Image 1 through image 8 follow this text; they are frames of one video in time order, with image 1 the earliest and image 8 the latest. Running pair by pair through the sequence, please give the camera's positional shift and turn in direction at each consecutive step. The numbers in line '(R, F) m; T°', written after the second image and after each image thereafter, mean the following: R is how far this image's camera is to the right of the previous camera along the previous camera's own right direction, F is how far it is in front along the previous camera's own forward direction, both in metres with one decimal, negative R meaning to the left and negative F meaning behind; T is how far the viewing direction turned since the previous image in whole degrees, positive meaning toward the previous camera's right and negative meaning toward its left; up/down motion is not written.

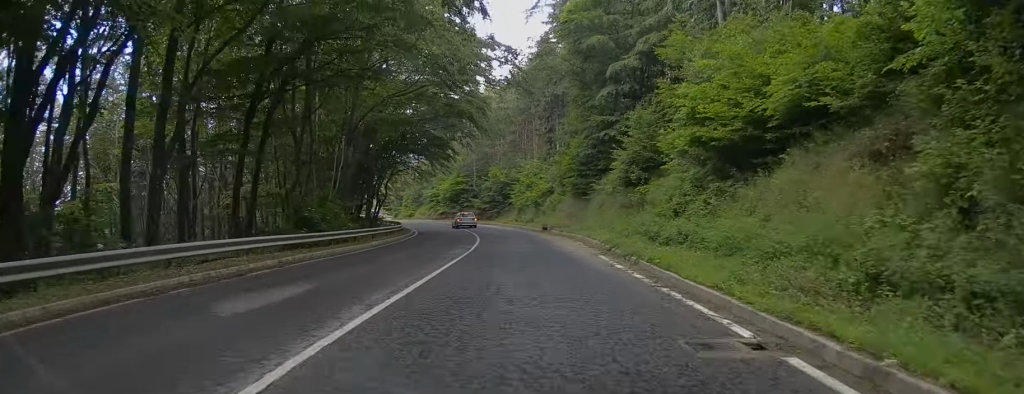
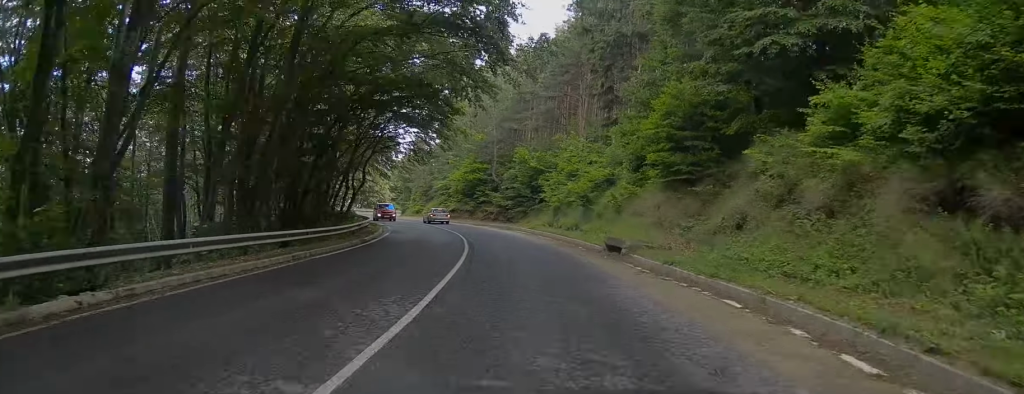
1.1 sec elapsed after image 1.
(-0.4, +20.7) m; -1°
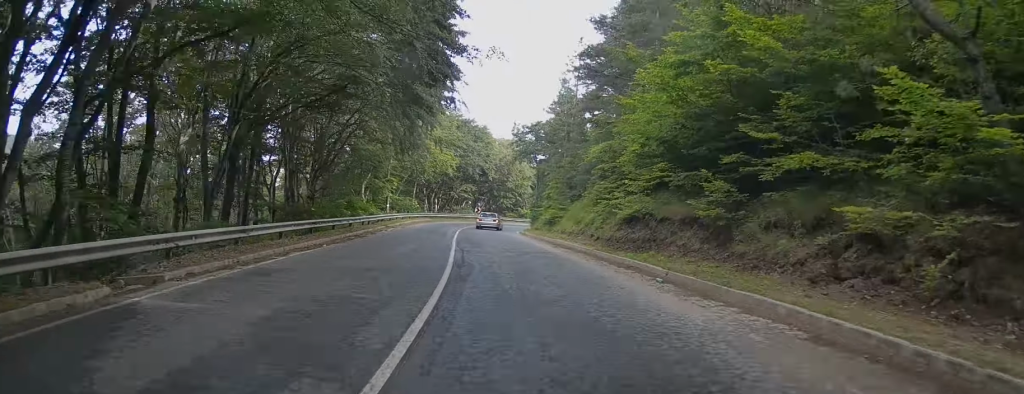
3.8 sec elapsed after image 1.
(-4.3, +47.5) m; -12°
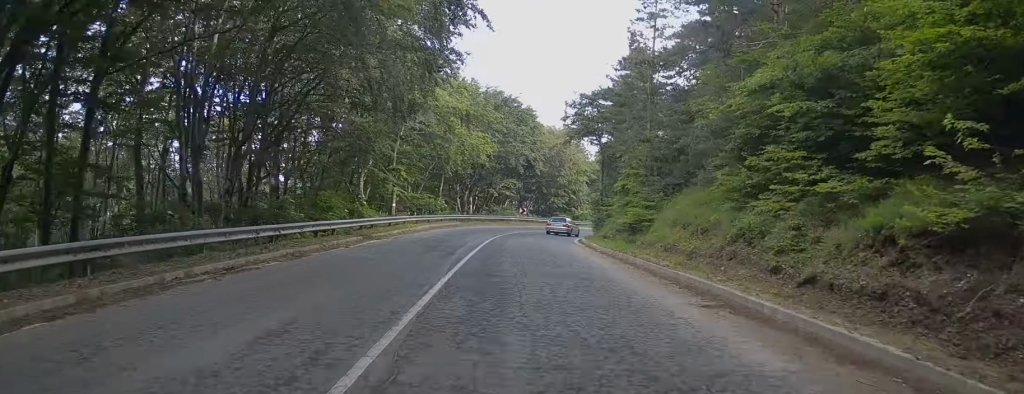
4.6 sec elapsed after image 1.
(-0.4, +15.2) m; -2°
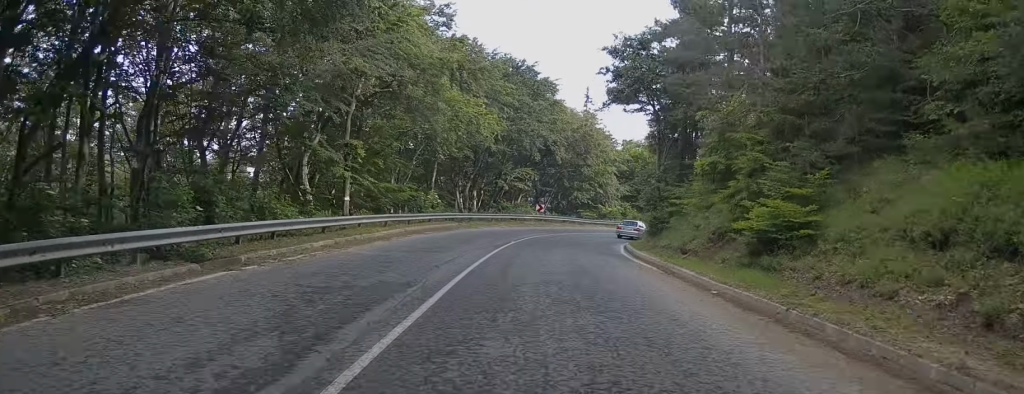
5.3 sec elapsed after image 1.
(-0.1, +13.0) m; 0°
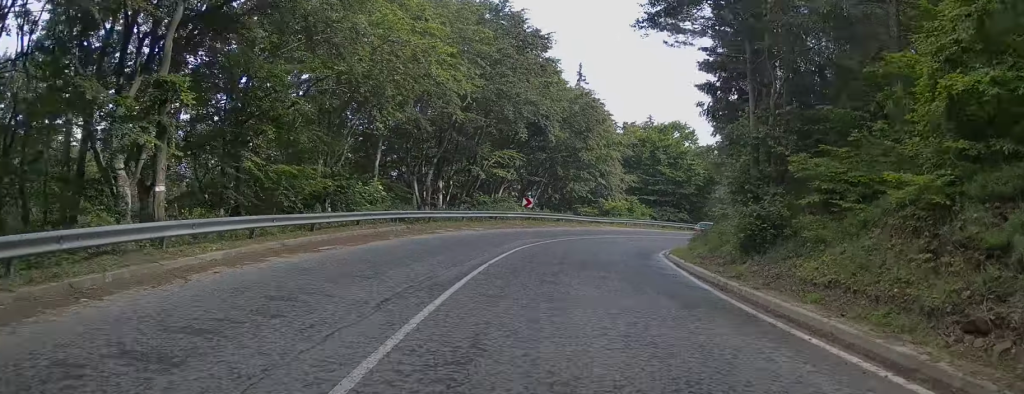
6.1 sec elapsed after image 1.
(-0.1, +13.0) m; +2°
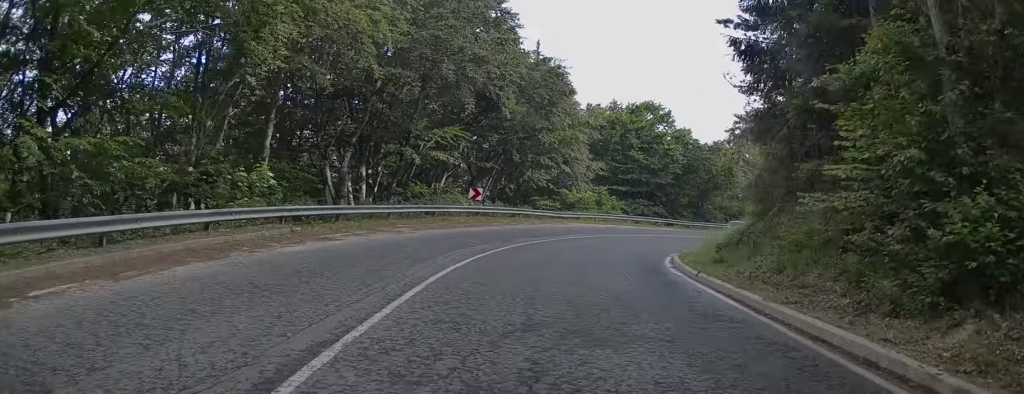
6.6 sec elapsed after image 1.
(+0.3, +8.4) m; +5°
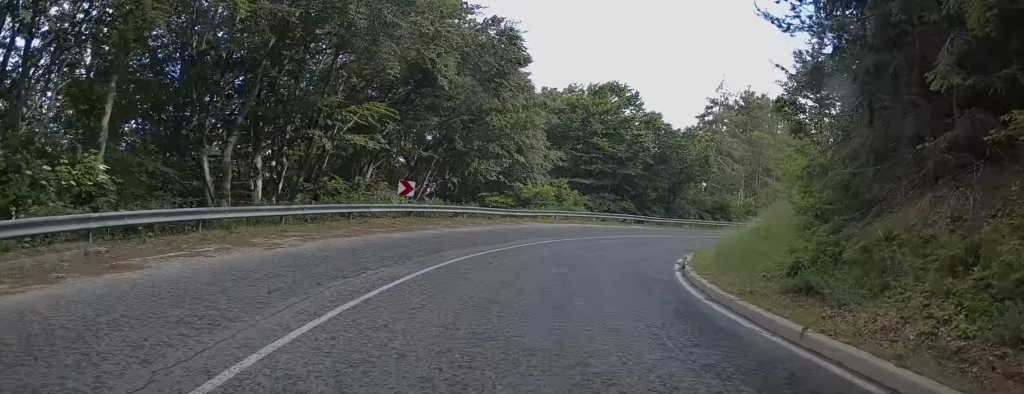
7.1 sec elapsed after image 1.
(-0.1, +7.3) m; +4°
